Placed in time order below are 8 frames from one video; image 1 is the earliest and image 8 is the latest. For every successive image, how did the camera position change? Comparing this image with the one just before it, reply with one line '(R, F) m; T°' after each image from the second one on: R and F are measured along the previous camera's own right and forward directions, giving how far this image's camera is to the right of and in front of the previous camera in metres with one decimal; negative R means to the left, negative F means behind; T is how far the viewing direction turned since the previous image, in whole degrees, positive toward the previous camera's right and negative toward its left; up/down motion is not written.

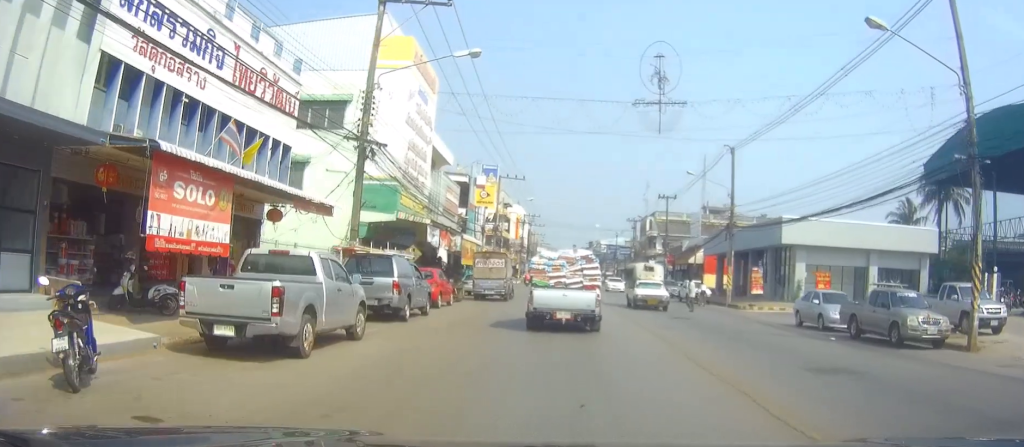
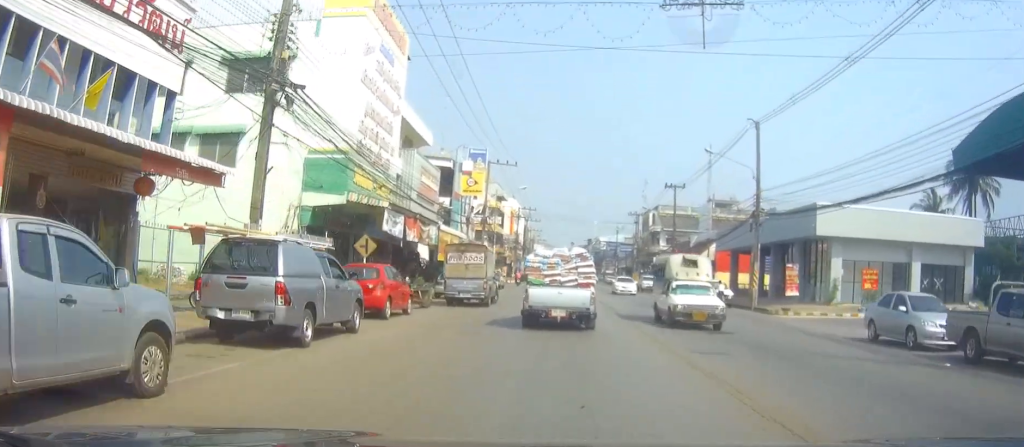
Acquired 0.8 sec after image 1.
(0.0, +7.4) m; -1°
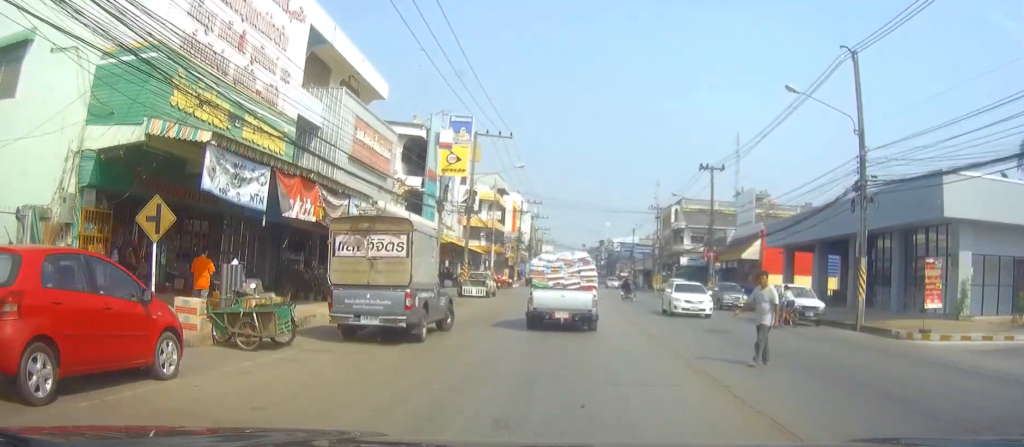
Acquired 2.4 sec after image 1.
(-0.2, +14.5) m; -1°
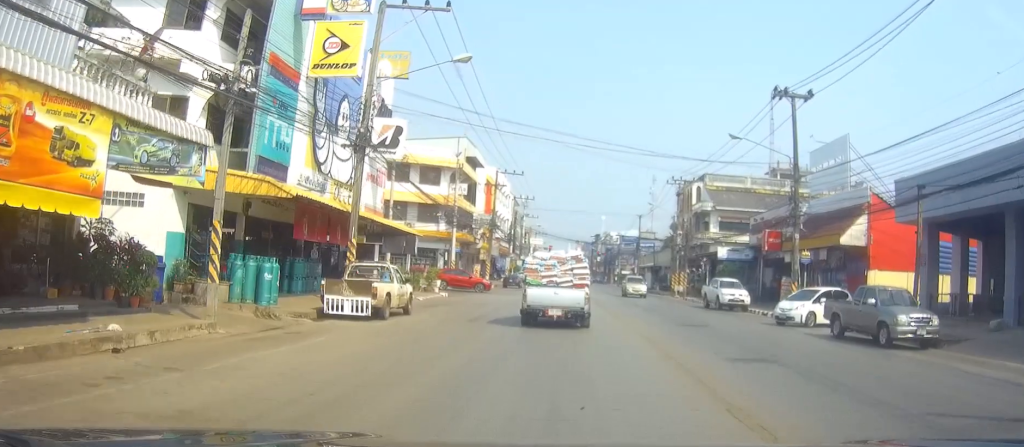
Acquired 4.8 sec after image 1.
(0.0, +23.1) m; +1°
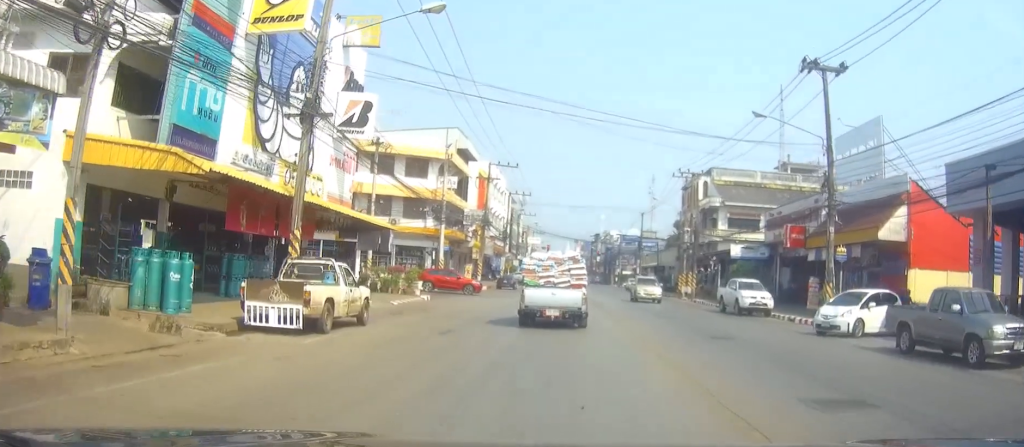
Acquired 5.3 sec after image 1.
(0.0, +4.9) m; 0°
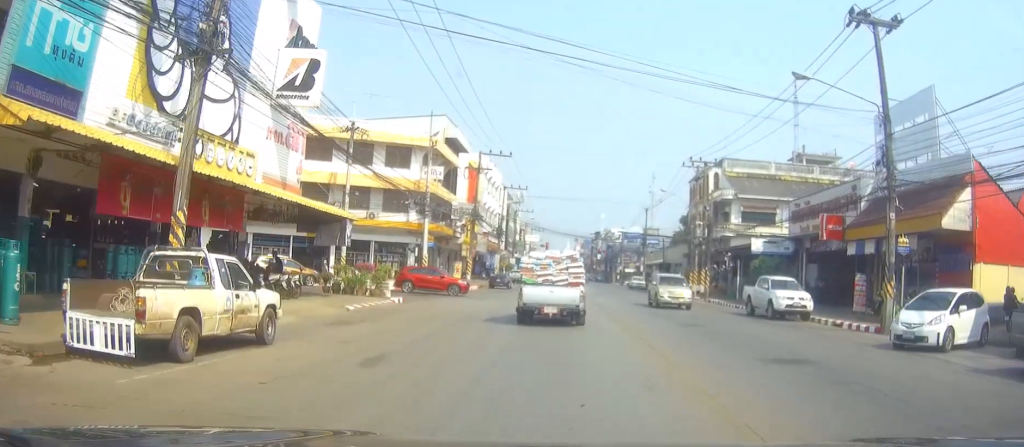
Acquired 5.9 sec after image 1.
(+0.1, +5.9) m; +1°
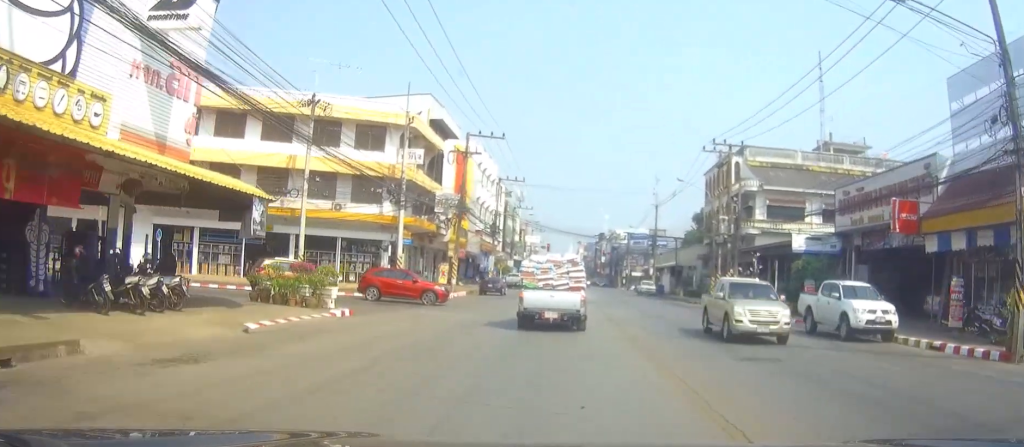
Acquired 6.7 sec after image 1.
(0.0, +8.3) m; -1°
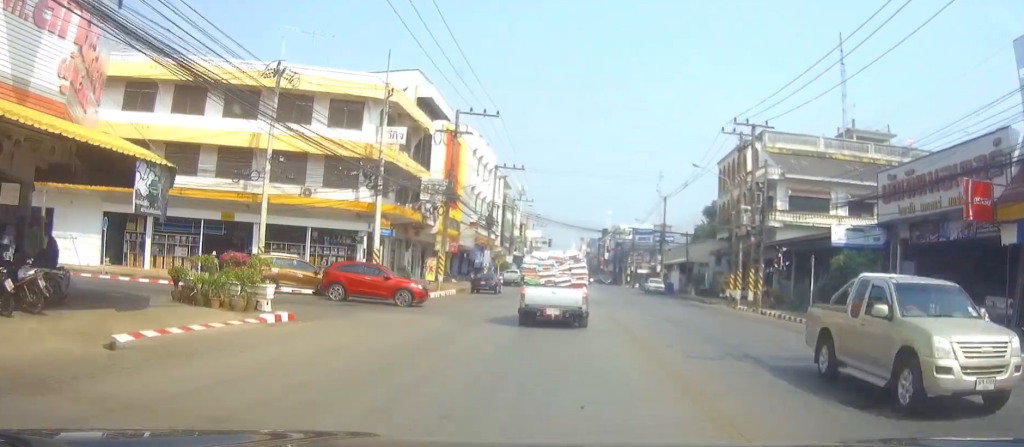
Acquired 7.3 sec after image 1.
(0.0, +5.4) m; -1°
